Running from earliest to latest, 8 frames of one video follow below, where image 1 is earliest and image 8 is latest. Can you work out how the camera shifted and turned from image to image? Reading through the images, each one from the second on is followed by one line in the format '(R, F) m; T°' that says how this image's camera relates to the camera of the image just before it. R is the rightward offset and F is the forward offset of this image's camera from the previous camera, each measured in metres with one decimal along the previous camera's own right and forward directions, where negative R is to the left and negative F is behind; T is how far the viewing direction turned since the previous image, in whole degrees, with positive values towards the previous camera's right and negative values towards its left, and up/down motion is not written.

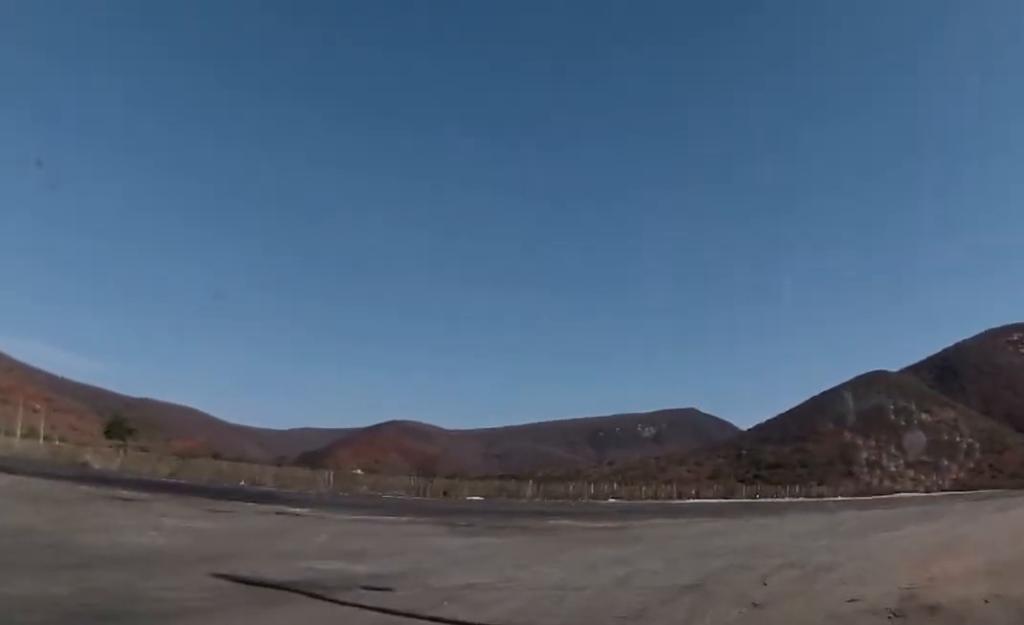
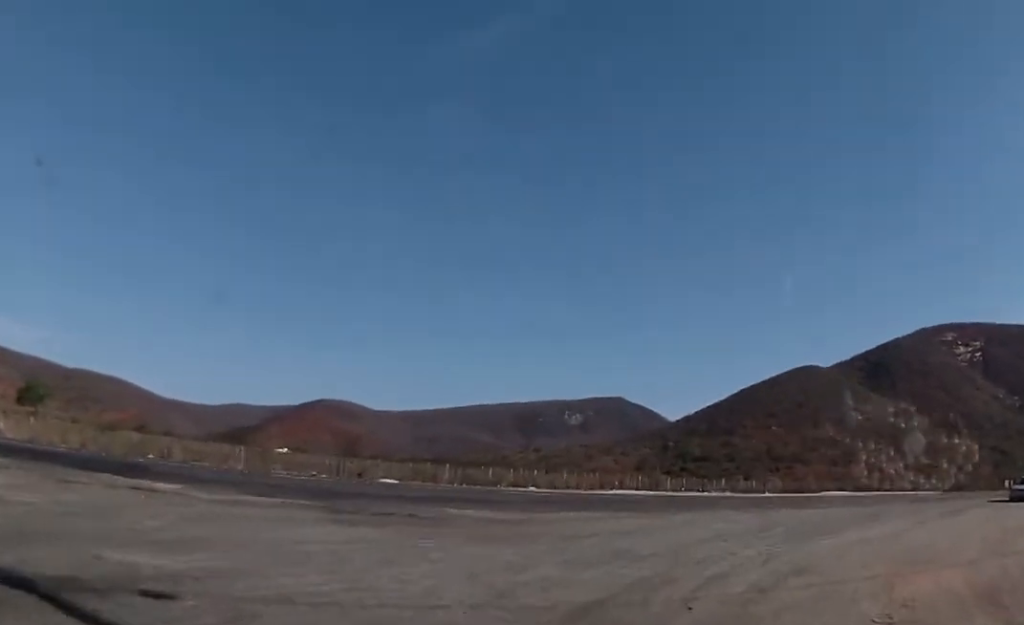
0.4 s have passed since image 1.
(0.0, +2.8) m; +5°
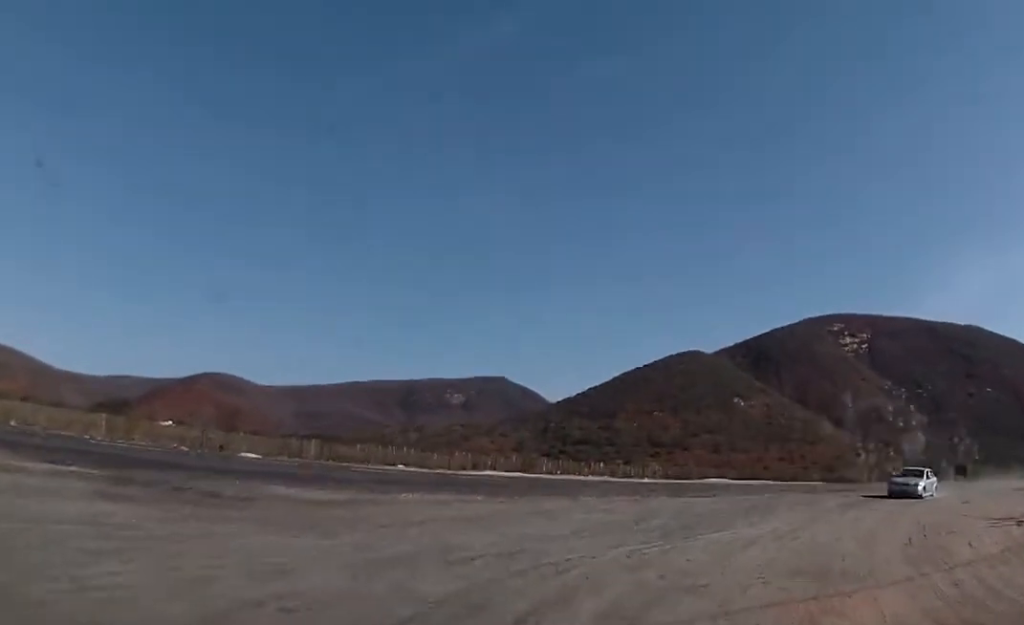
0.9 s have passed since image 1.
(+0.4, +3.4) m; +6°
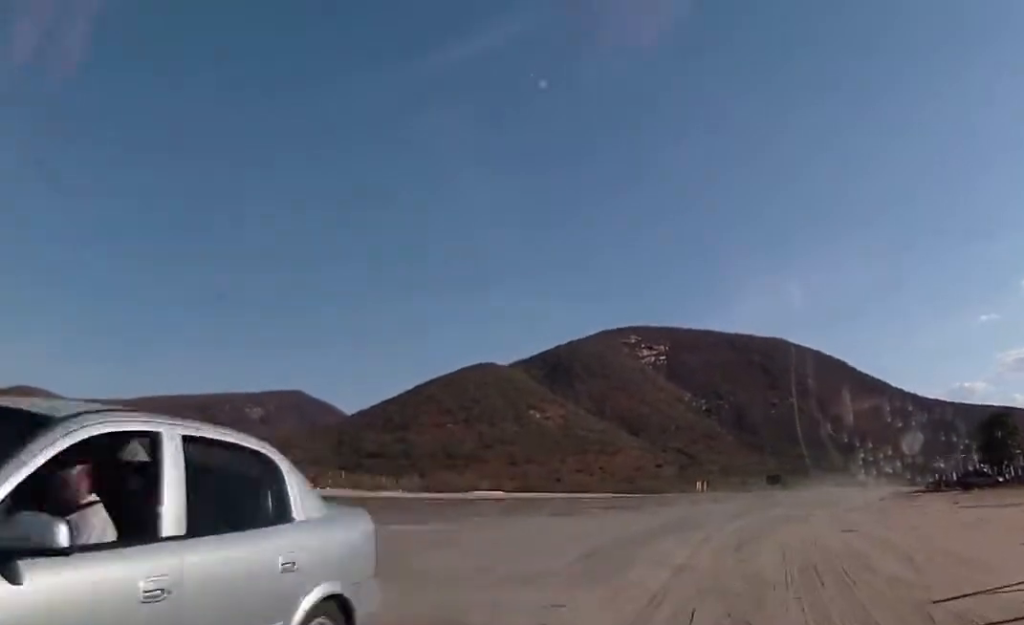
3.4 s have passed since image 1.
(+2.3, +16.9) m; +9°
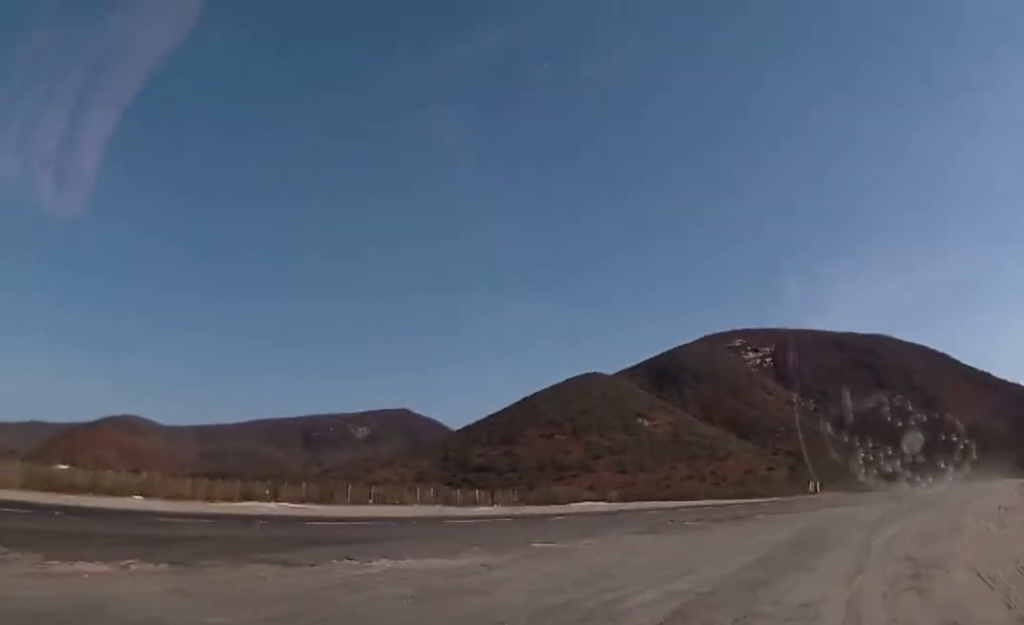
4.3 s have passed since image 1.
(0.0, +5.6) m; -6°
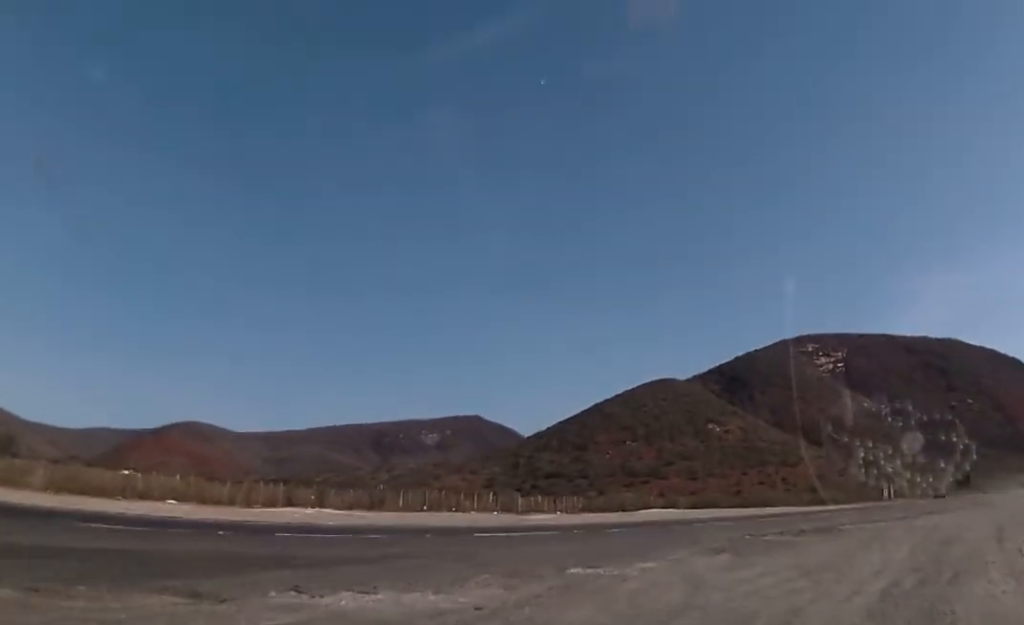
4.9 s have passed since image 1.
(-0.4, +3.8) m; -1°
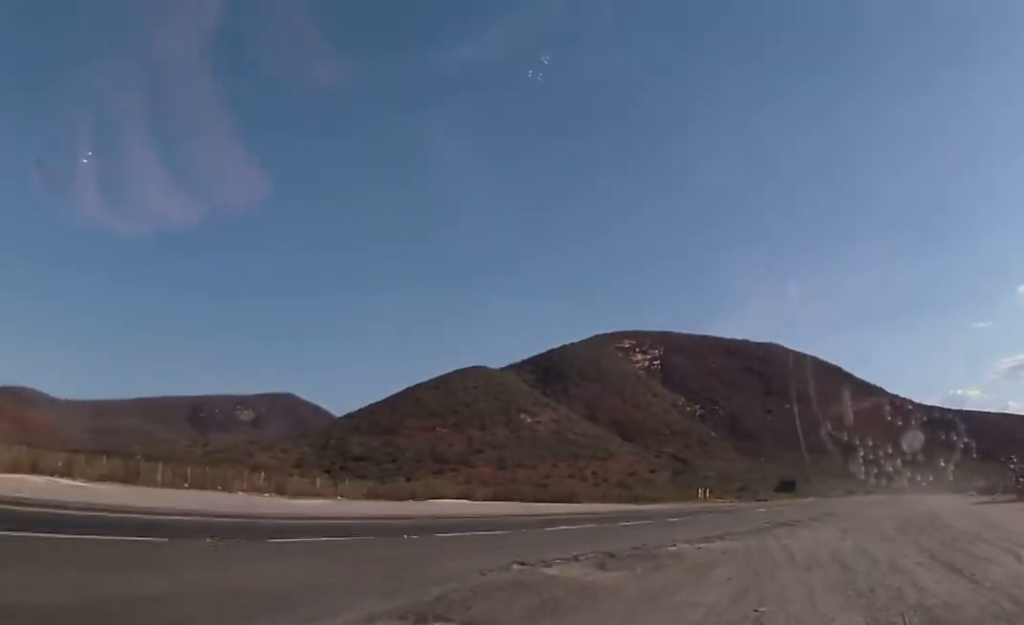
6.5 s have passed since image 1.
(+0.5, +8.7) m; +12°
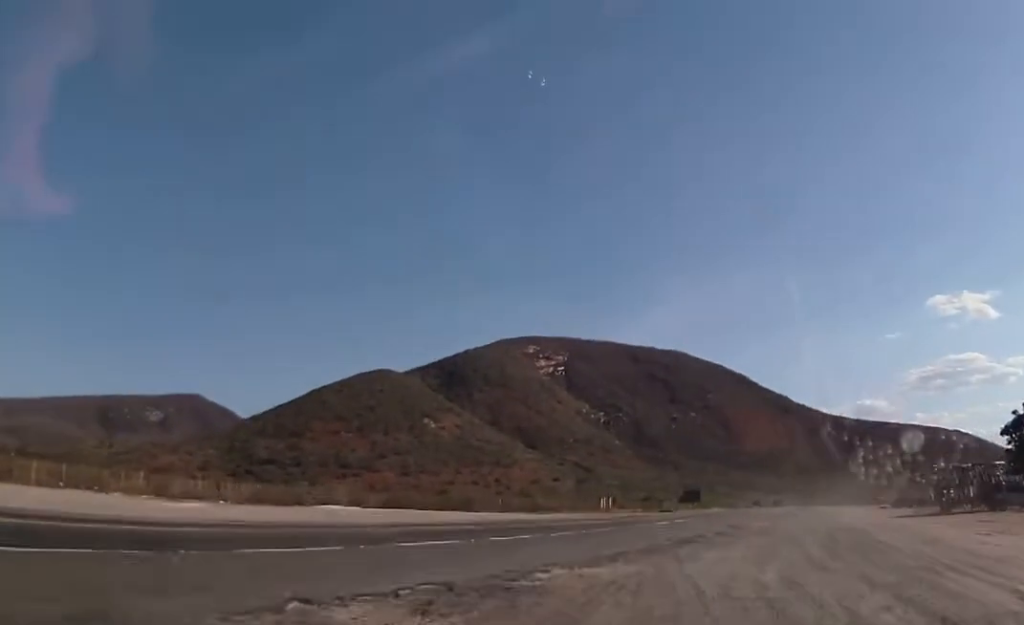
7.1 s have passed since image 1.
(+0.3, +3.7) m; +3°
